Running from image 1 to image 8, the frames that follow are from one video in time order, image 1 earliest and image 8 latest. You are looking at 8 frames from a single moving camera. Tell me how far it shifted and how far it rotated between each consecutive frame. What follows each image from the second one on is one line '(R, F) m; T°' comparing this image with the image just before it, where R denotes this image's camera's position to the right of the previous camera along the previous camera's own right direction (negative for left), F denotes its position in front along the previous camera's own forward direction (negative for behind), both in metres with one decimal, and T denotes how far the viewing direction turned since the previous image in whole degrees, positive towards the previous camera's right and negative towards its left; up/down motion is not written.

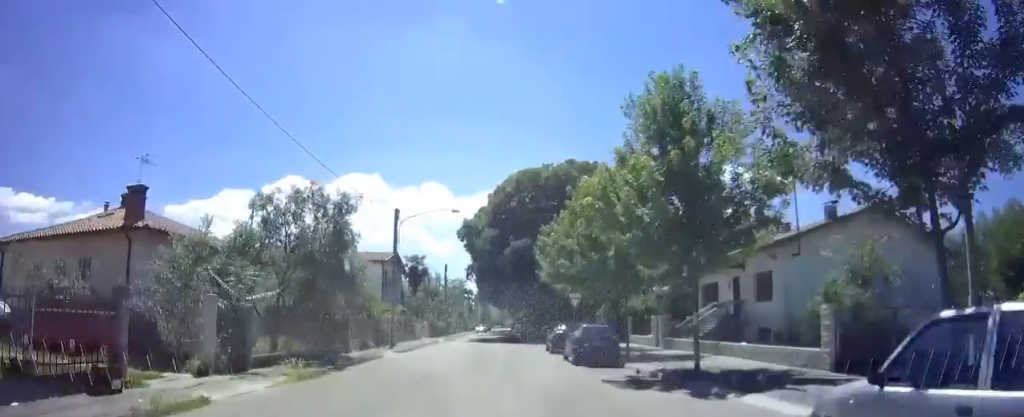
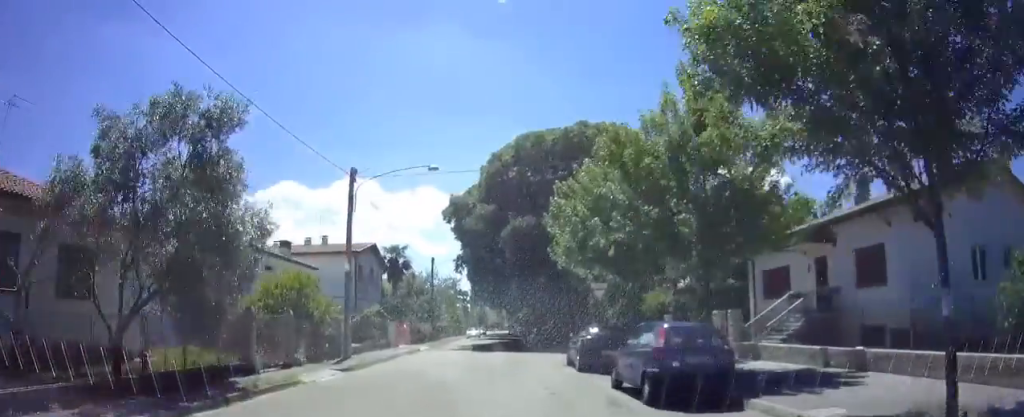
(0.0, +9.4) m; 0°
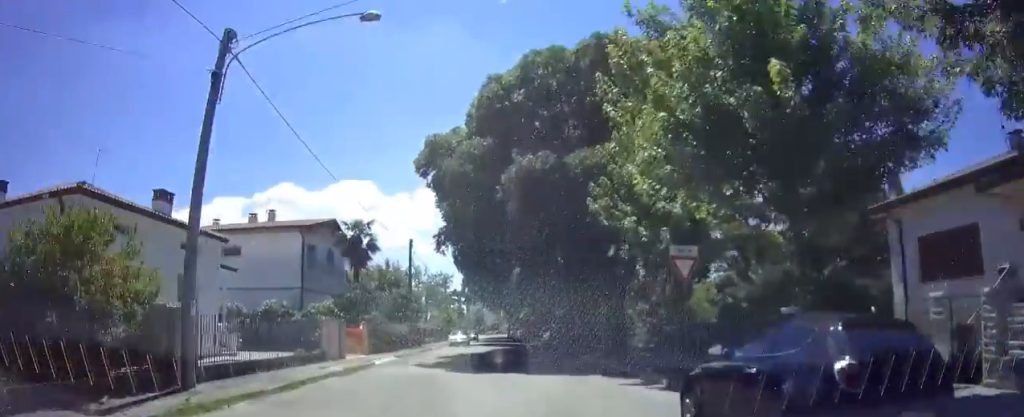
(0.0, +11.8) m; +1°
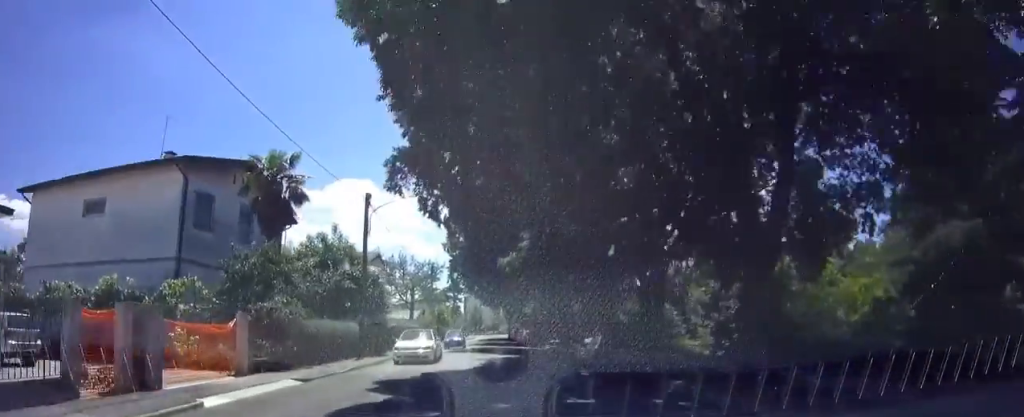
(+0.1, +12.9) m; +1°
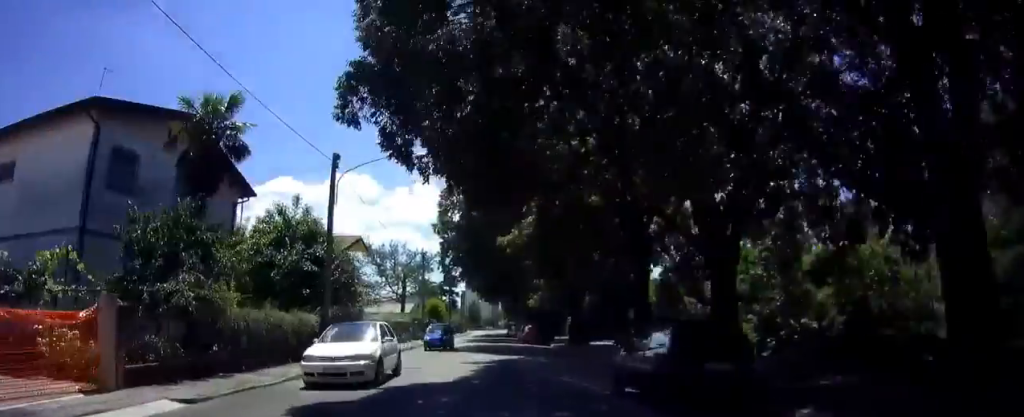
(0.0, +5.8) m; 0°
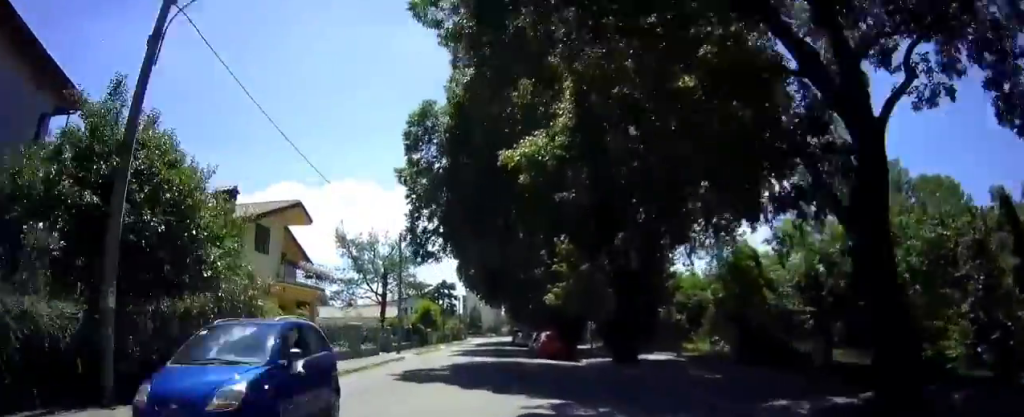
(0.0, +12.3) m; 0°
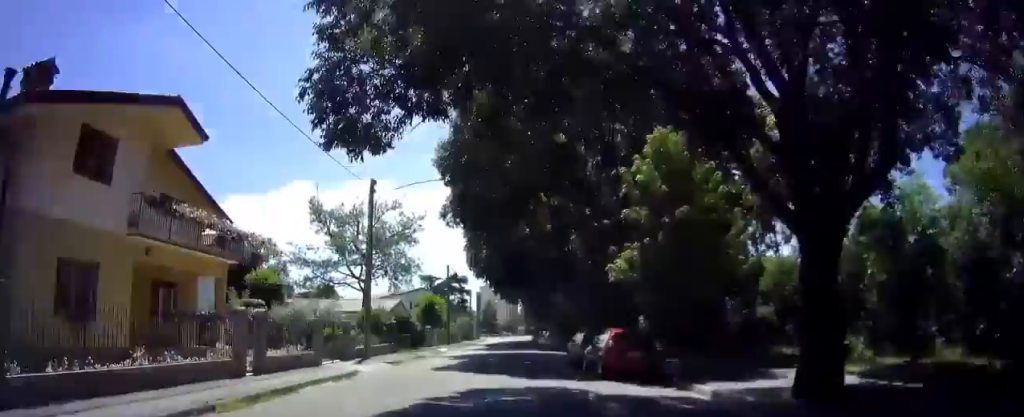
(0.0, +12.0) m; -1°
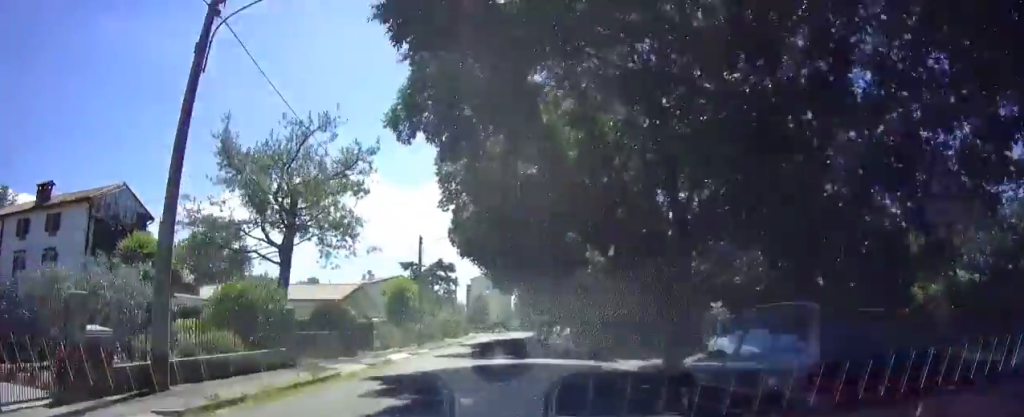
(-0.3, +14.3) m; -2°
